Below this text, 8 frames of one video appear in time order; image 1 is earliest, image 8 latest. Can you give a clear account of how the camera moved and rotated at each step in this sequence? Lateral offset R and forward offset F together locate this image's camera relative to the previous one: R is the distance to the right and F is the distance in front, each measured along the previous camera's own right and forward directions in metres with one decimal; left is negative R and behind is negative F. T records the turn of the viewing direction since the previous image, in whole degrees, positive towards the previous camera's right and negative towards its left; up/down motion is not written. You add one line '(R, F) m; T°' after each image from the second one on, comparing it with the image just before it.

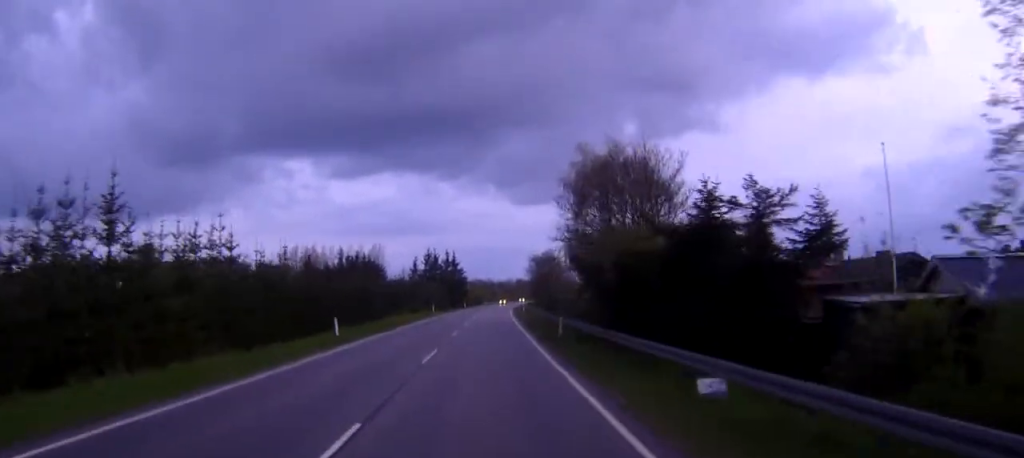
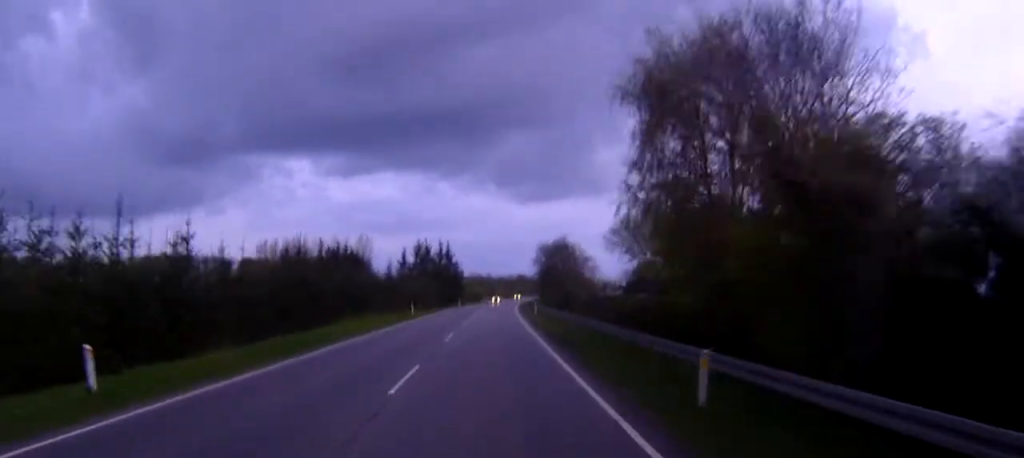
(0.0, +22.0) m; 0°
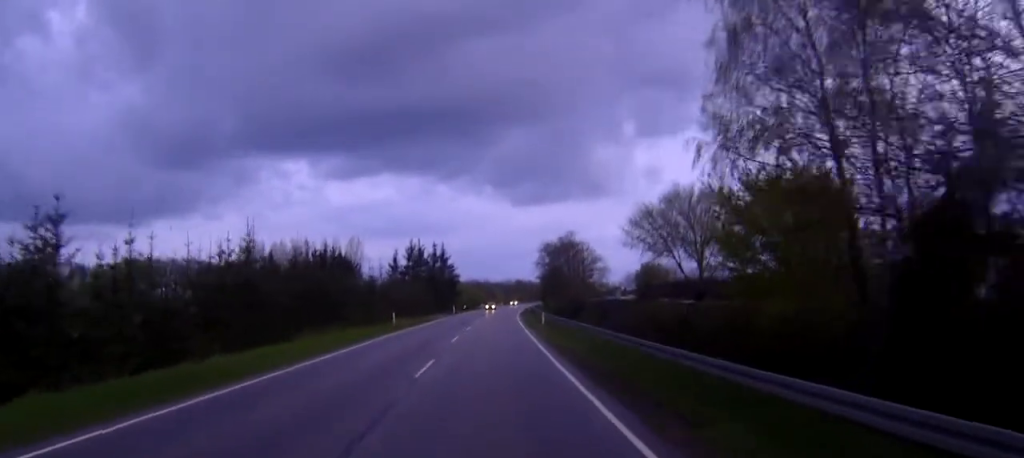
(0.0, +10.7) m; 0°
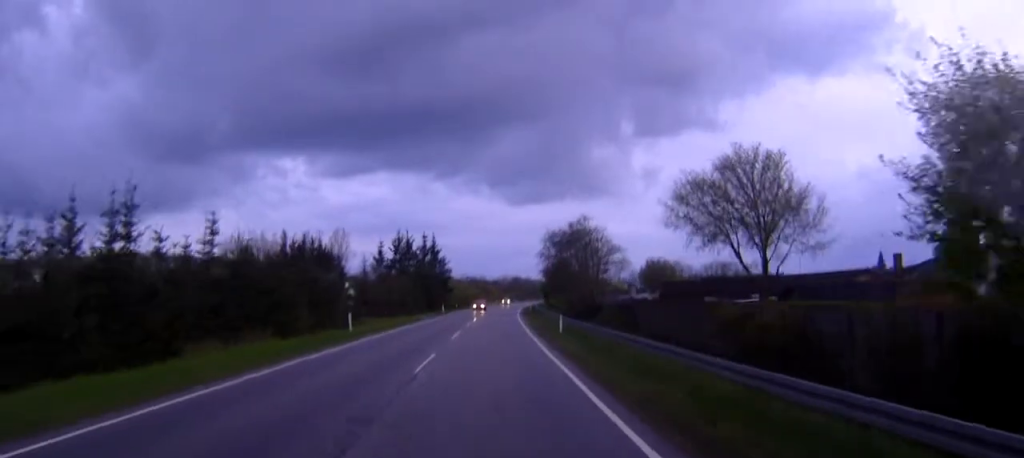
(0.0, +14.8) m; 0°
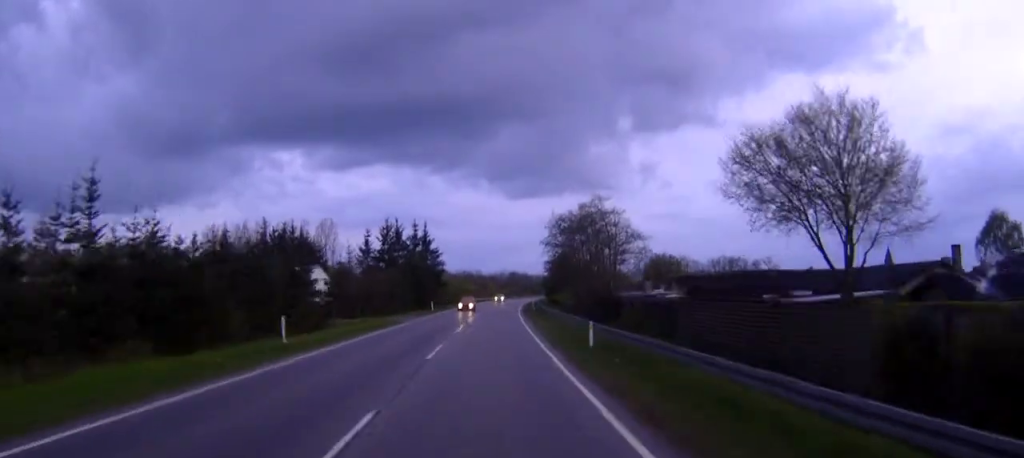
(0.0, +11.5) m; 0°
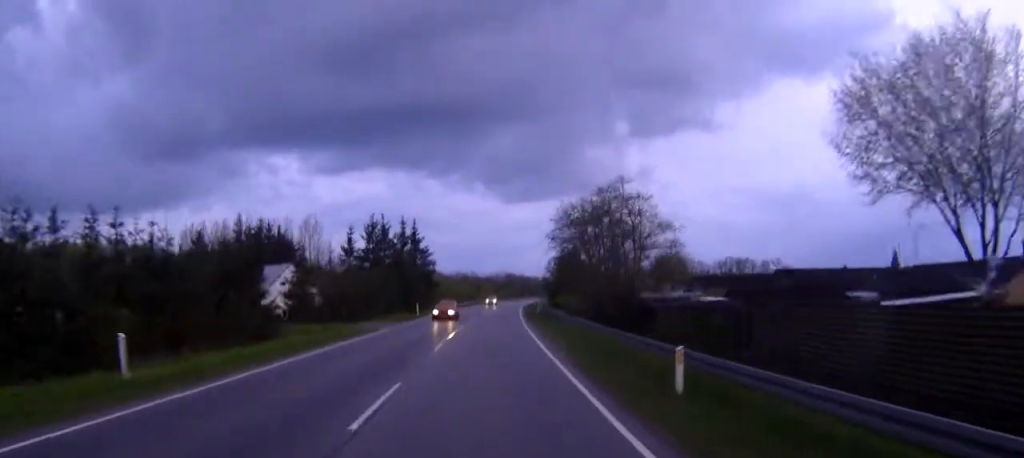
(0.0, +11.4) m; 0°
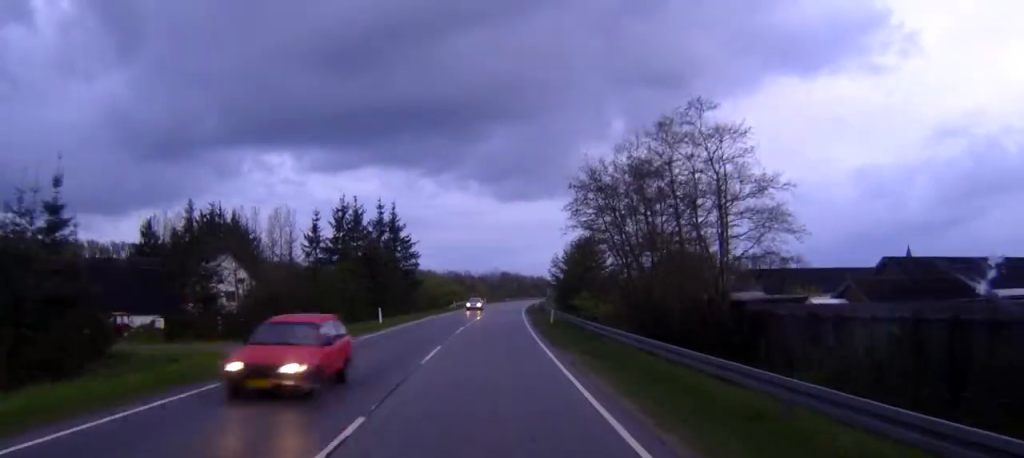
(0.0, +18.9) m; 0°
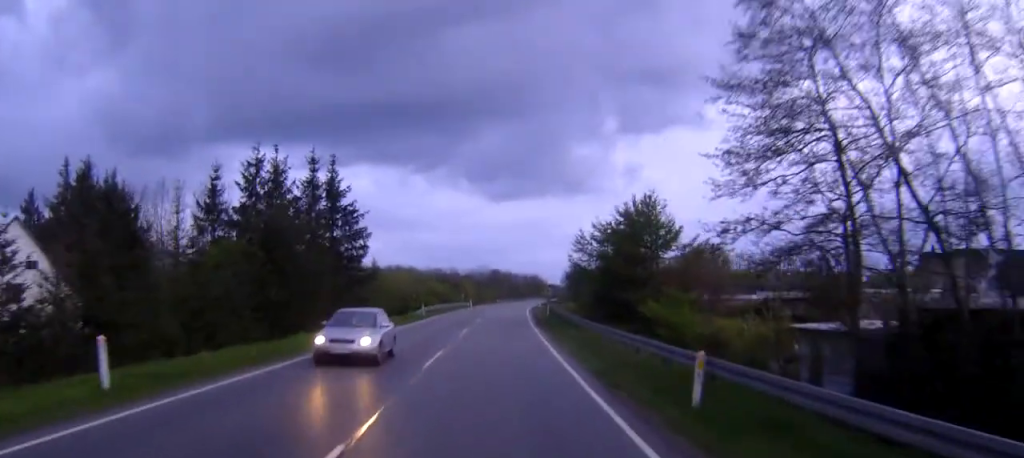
(+0.3, +32.0) m; +1°
